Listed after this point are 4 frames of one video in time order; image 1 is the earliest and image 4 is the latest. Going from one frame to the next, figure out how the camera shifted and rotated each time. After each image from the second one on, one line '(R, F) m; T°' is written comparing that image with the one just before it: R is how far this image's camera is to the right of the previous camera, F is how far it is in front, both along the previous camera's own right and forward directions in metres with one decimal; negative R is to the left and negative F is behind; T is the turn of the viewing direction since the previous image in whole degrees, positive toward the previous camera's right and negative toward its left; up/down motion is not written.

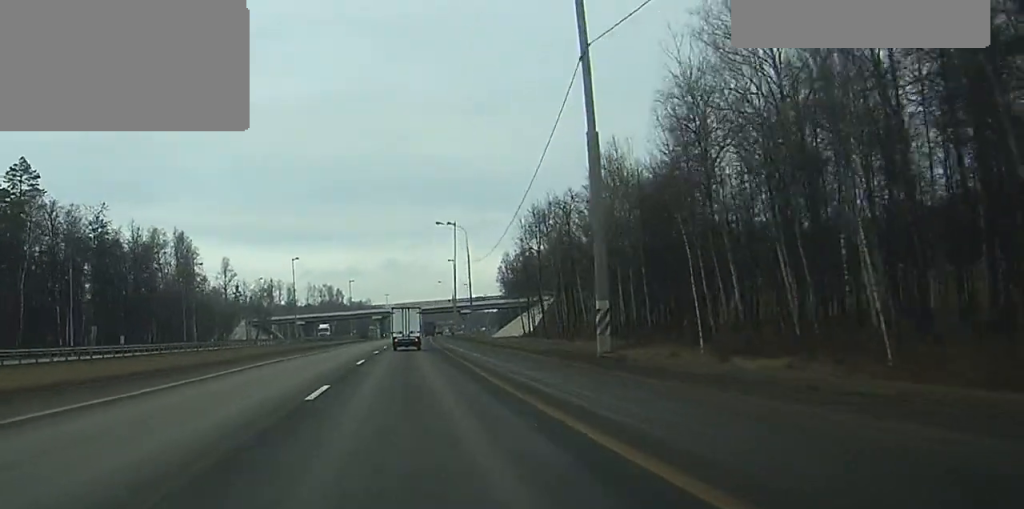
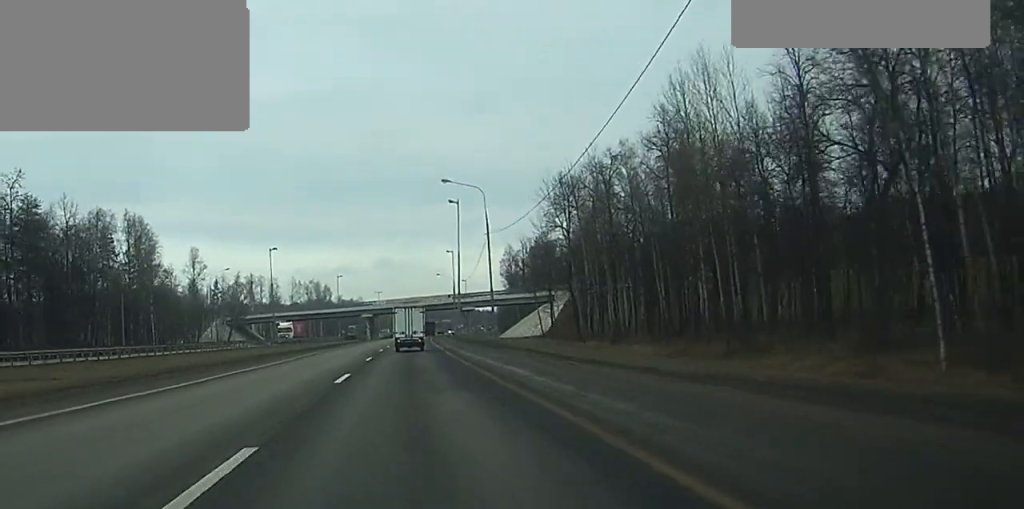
(+1.3, +23.5) m; 0°
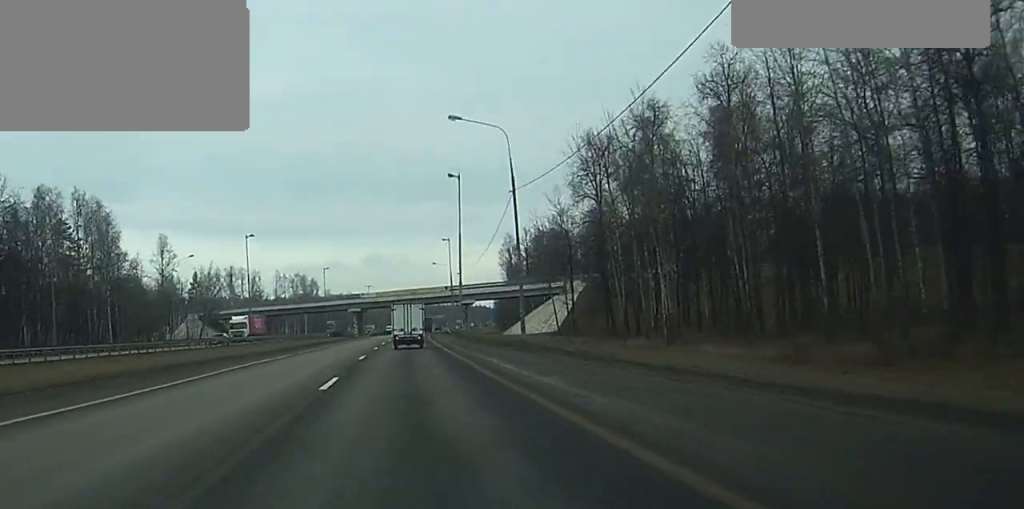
(-0.8, +19.2) m; -3°
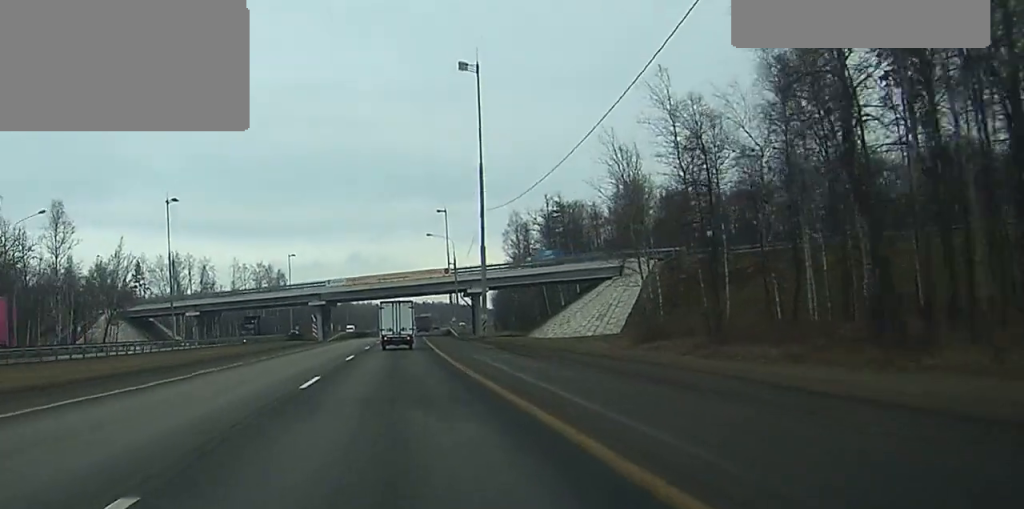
(-2.1, +52.2) m; -3°
